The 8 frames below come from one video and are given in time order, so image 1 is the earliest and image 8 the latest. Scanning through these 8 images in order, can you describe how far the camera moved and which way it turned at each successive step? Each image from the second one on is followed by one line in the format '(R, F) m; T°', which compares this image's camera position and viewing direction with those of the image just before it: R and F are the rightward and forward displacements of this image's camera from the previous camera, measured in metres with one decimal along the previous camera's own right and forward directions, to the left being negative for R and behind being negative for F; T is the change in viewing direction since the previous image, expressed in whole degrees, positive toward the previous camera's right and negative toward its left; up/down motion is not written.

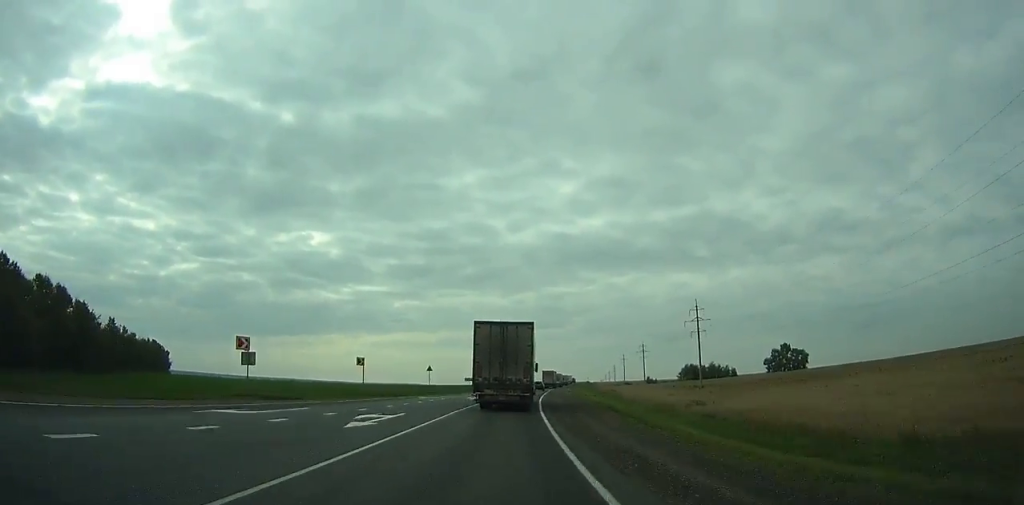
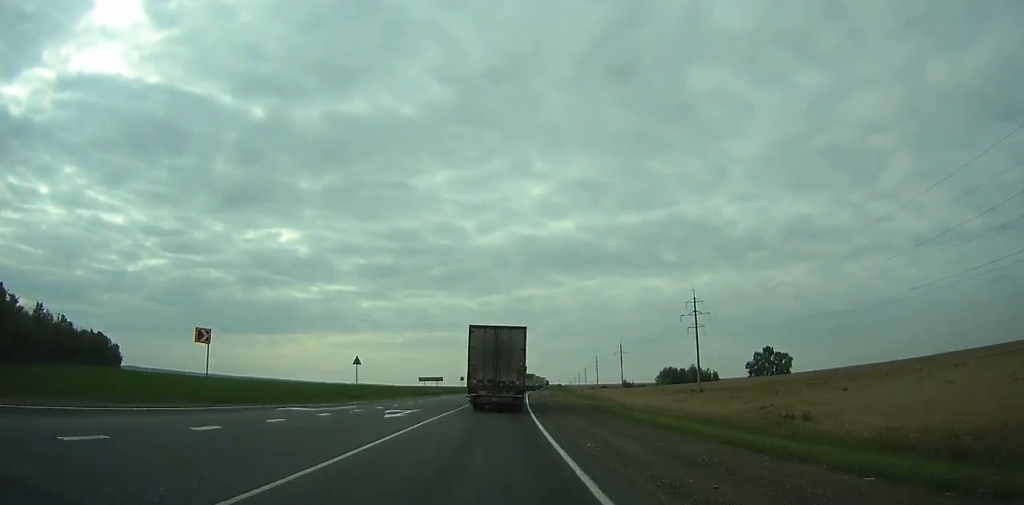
(+0.5, +23.7) m; +3°
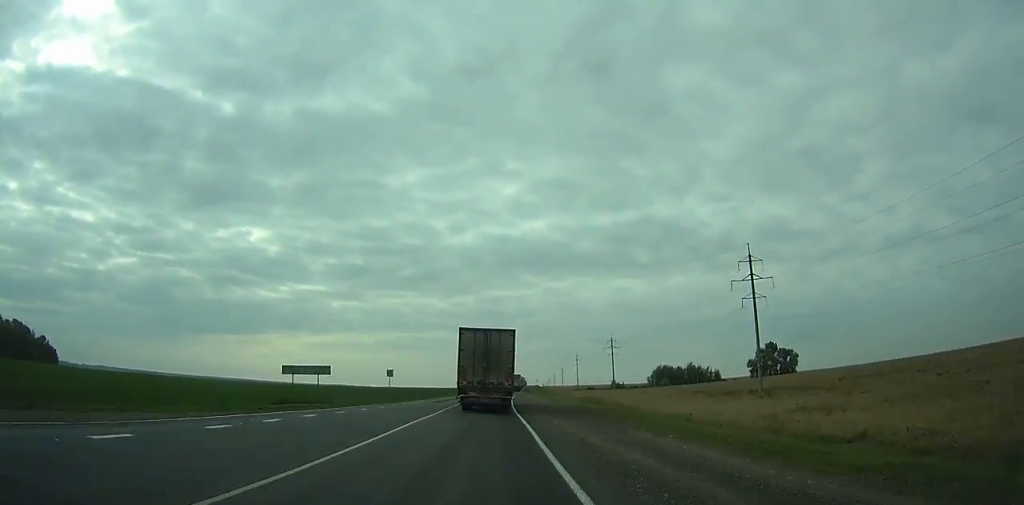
(+1.8, +46.9) m; +3°
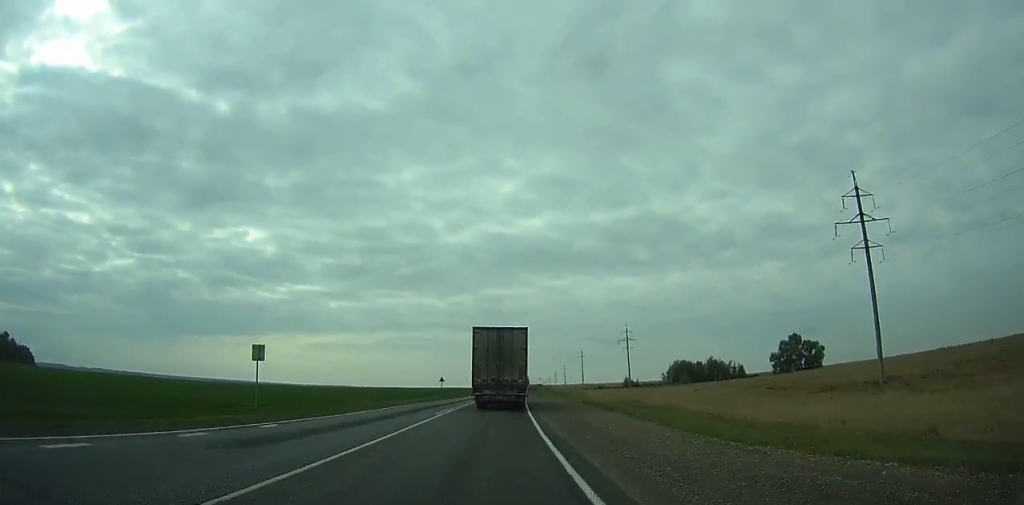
(+0.3, +32.2) m; +1°
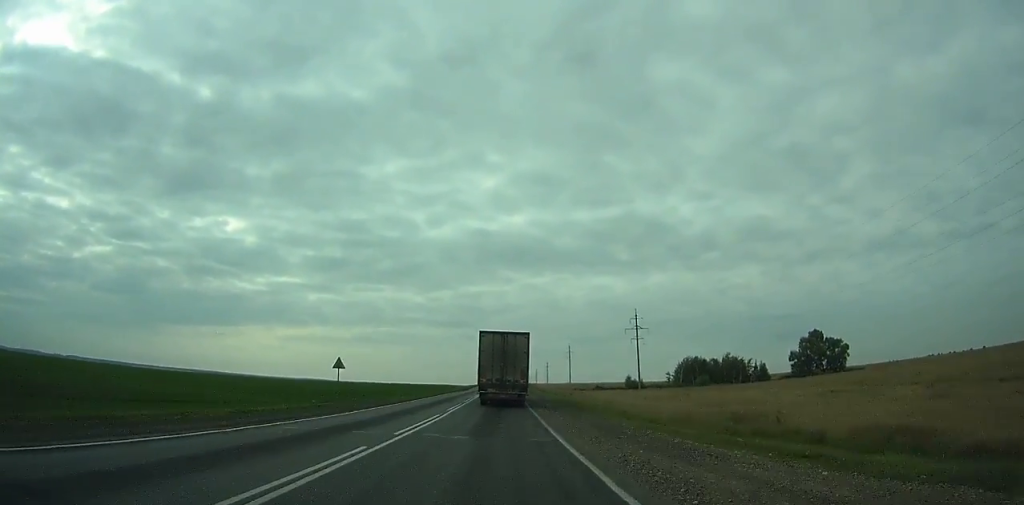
(+0.6, +46.7) m; +2°
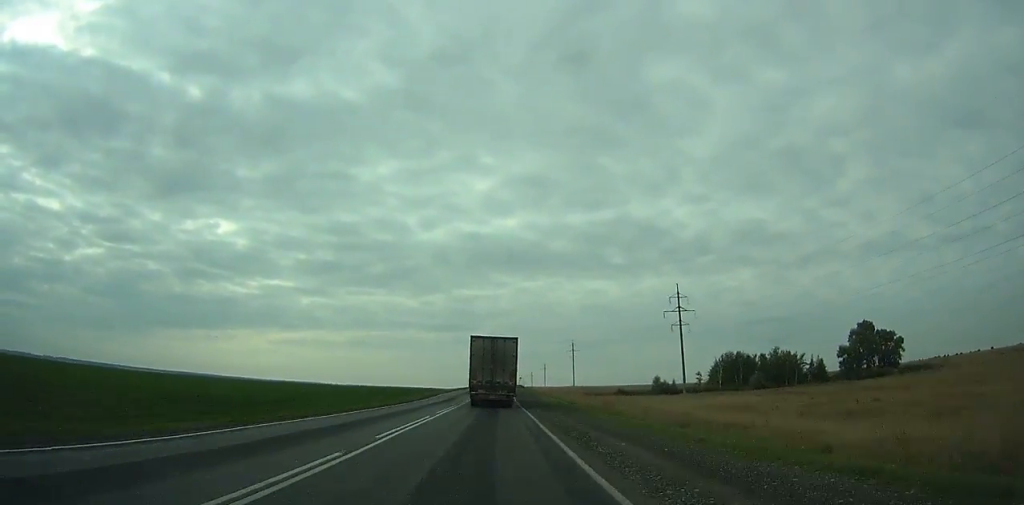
(+0.8, +48.6) m; +1°
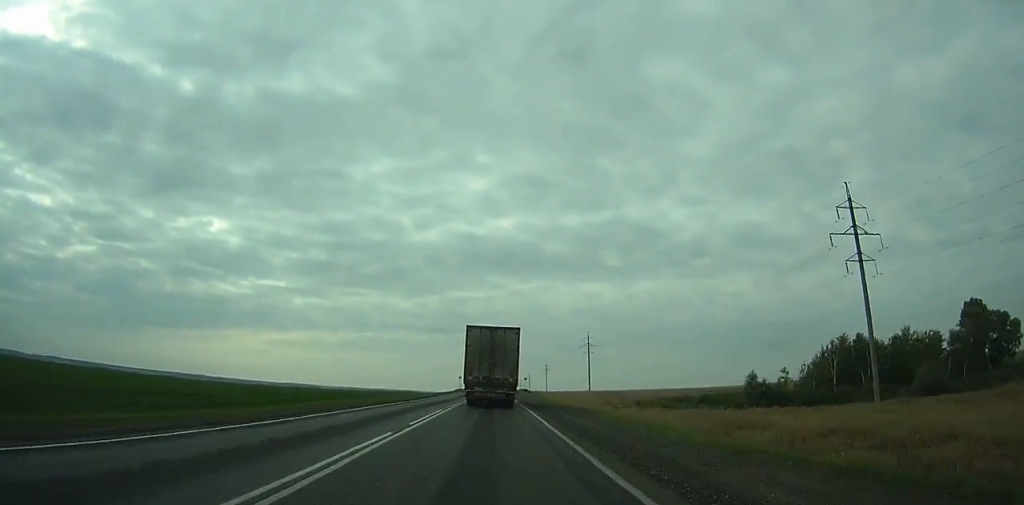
(0.0, +63.0) m; 0°
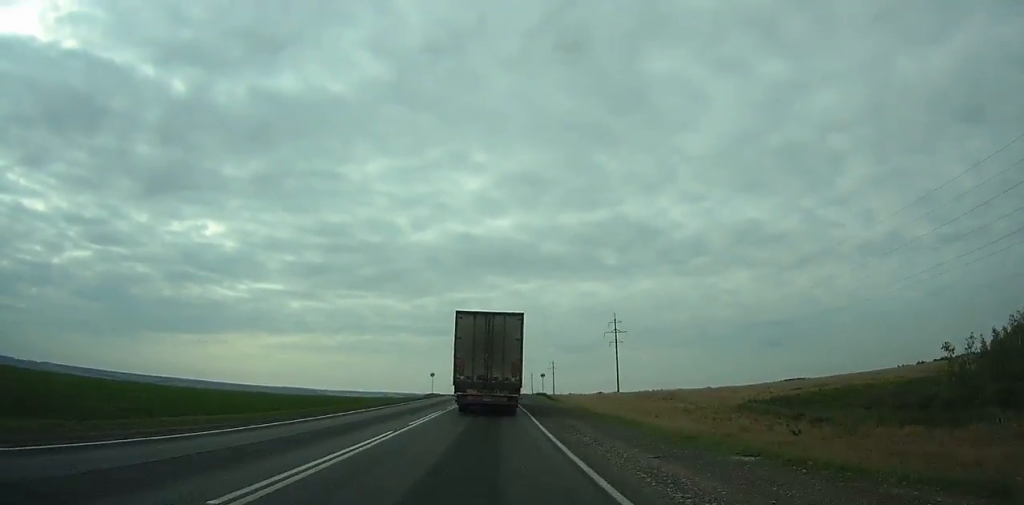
(+0.3, +54.9) m; 0°
